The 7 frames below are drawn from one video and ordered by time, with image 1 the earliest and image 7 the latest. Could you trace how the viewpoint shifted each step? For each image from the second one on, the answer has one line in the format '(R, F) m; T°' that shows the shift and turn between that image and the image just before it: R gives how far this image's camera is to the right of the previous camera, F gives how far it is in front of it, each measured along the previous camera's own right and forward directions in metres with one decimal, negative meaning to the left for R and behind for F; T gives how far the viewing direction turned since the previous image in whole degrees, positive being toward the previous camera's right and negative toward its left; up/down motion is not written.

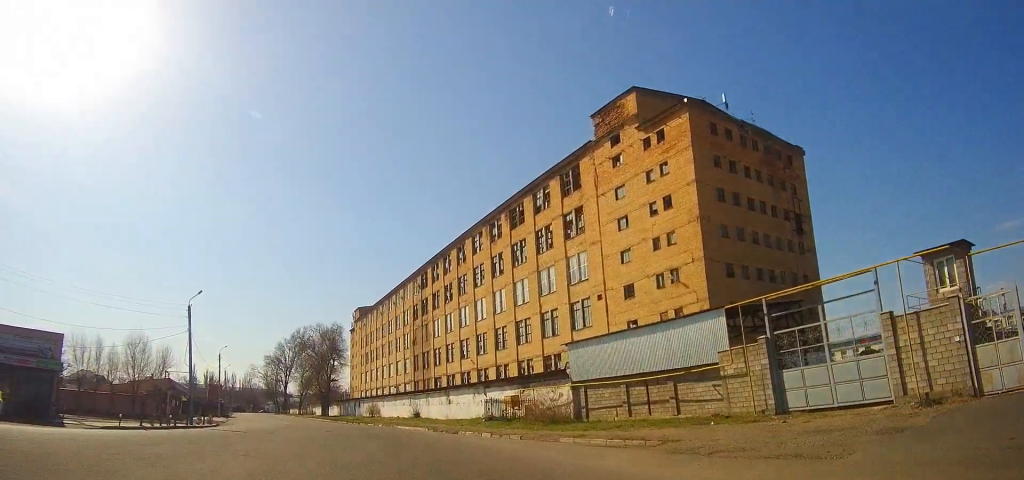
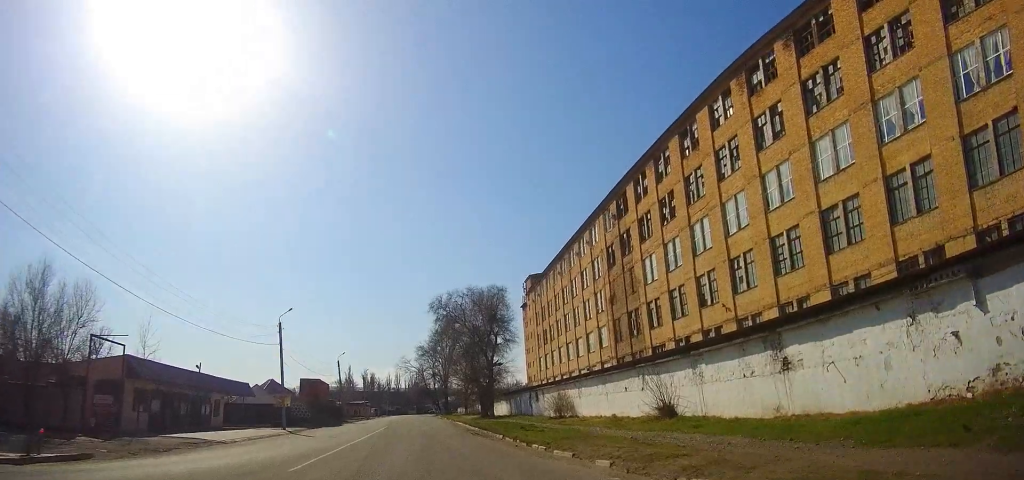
(-5.5, +34.8) m; -17°
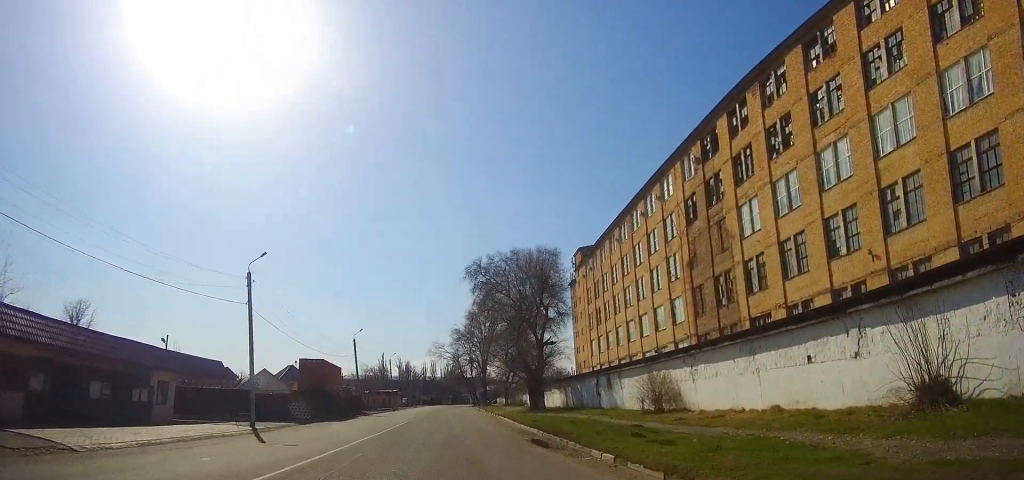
(-0.7, +14.9) m; -4°
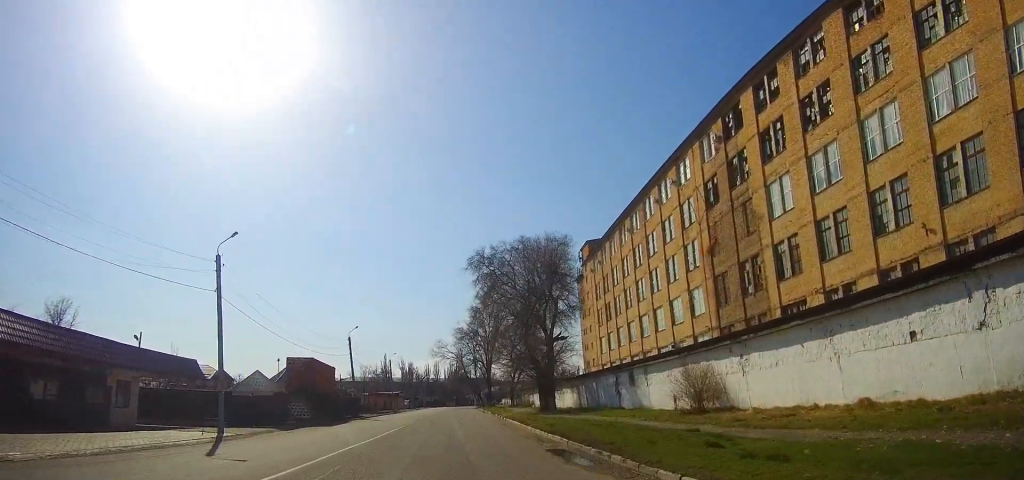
(0.0, +4.6) m; -1°
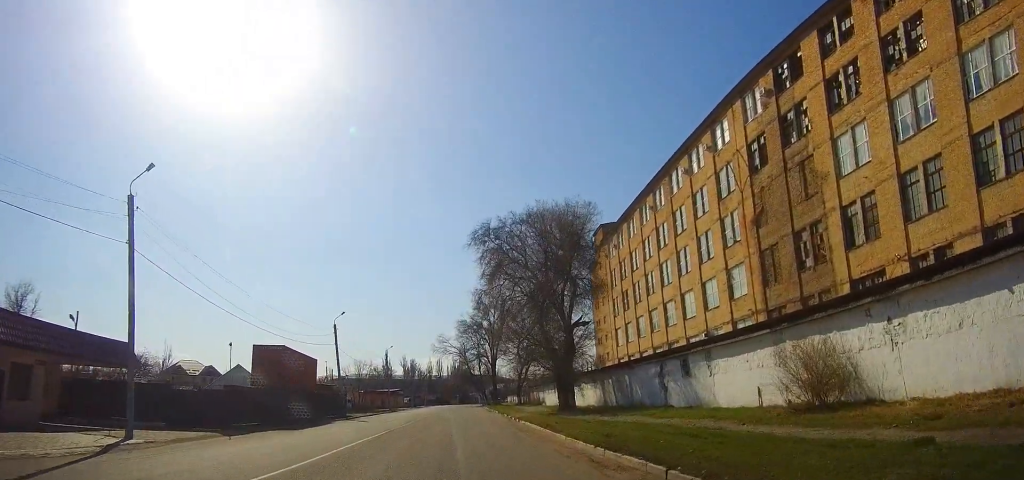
(-0.1, +8.6) m; 0°
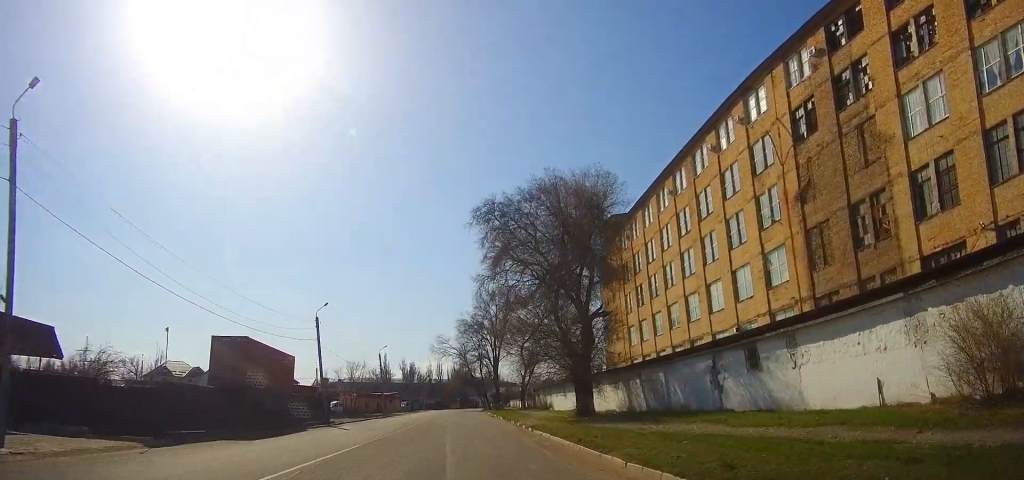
(0.0, +6.9) m; 0°
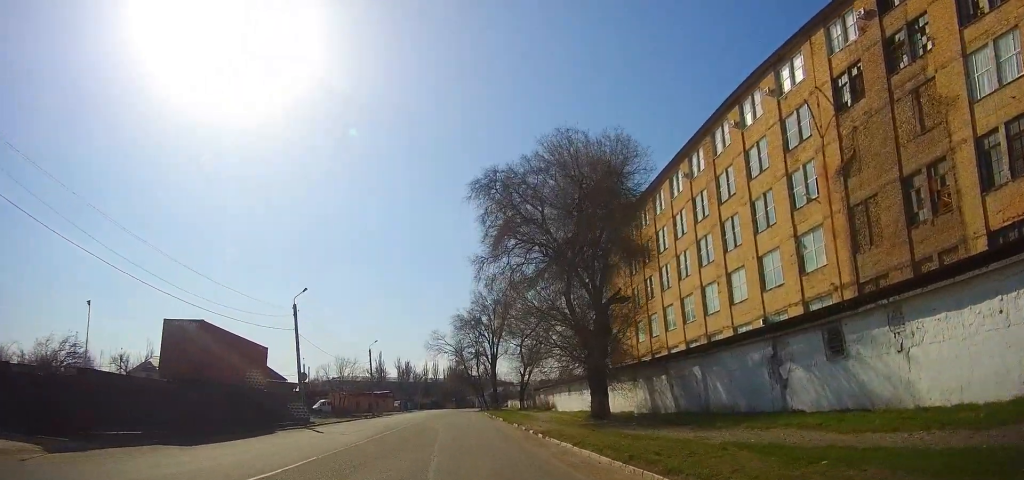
(0.0, +5.4) m; +1°
